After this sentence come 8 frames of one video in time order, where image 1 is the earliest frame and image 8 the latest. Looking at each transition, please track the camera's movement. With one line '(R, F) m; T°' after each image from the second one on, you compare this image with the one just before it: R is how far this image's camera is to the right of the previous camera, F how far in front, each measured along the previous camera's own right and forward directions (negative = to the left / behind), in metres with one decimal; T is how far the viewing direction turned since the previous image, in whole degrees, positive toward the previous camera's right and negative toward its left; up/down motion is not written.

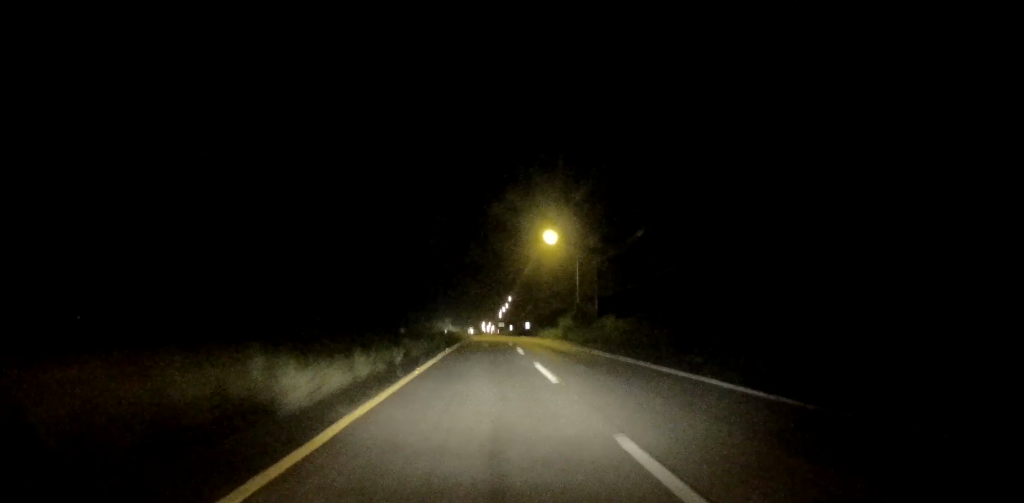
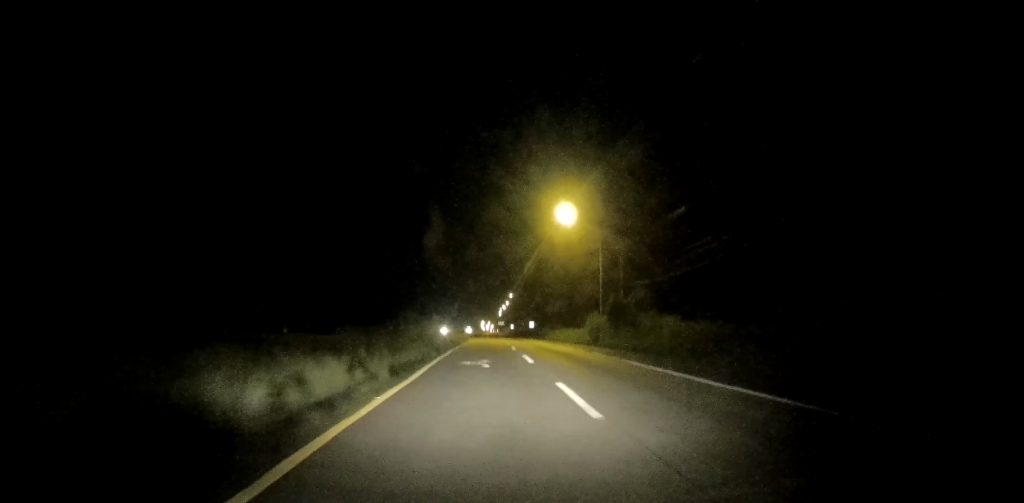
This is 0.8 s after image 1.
(-0.2, +16.2) m; 0°
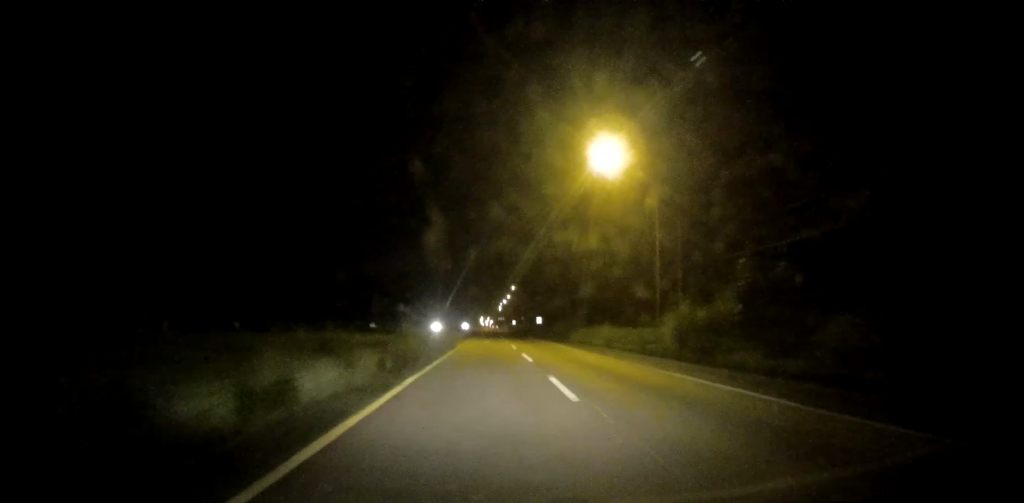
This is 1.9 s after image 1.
(0.0, +20.3) m; 0°
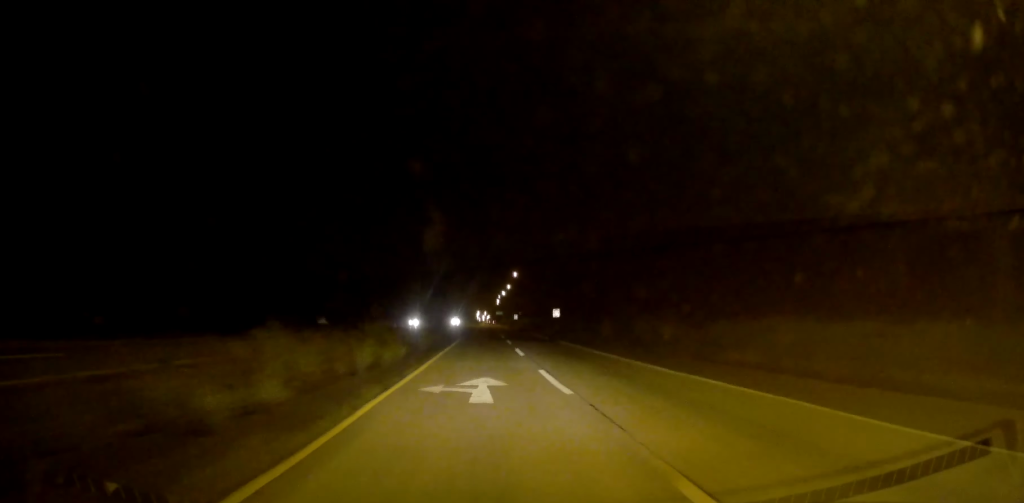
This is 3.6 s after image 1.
(+0.2, +30.4) m; 0°
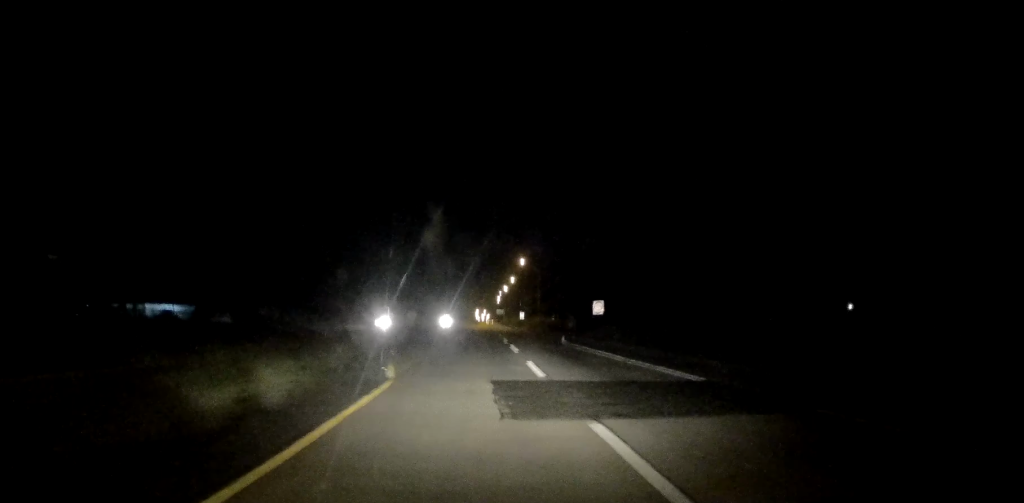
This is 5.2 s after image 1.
(-0.2, +27.8) m; 0°
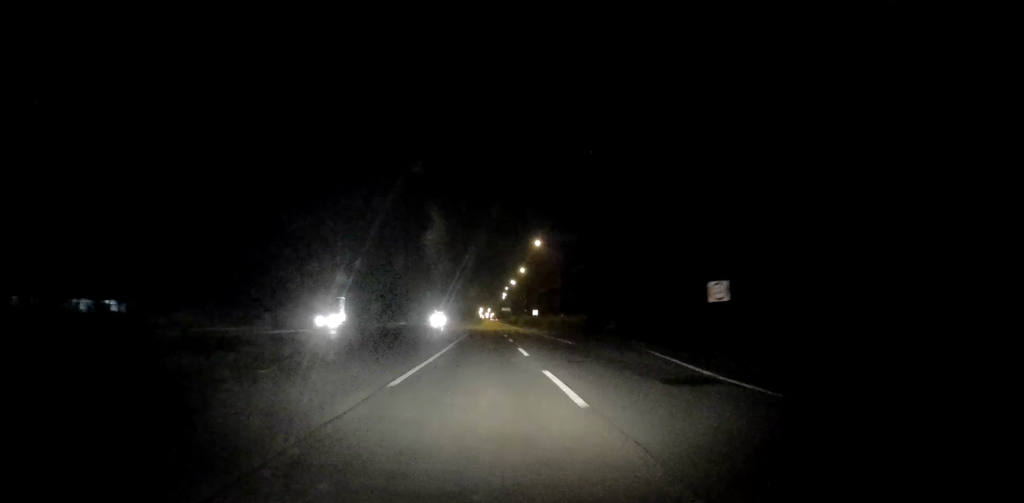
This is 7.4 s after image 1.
(+0.3, +42.6) m; 0°
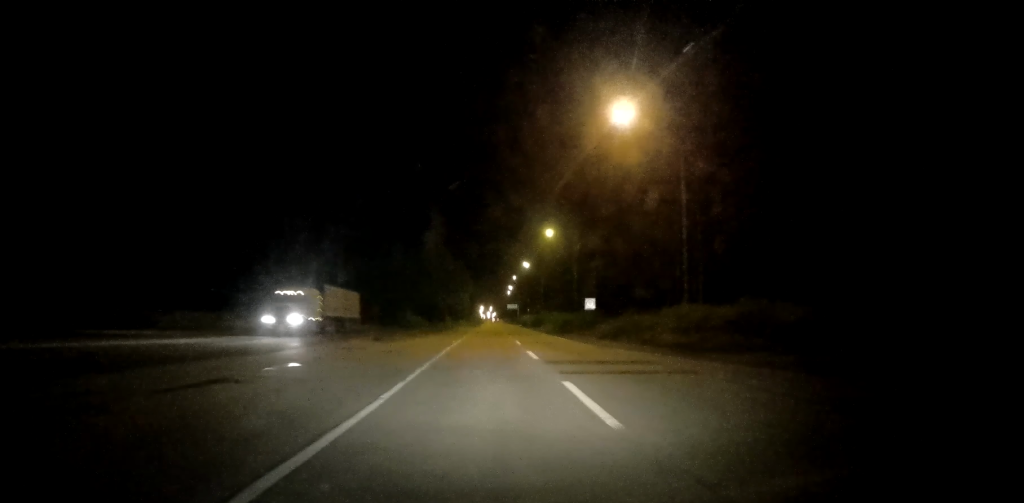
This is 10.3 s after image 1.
(-0.5, +60.8) m; -1°
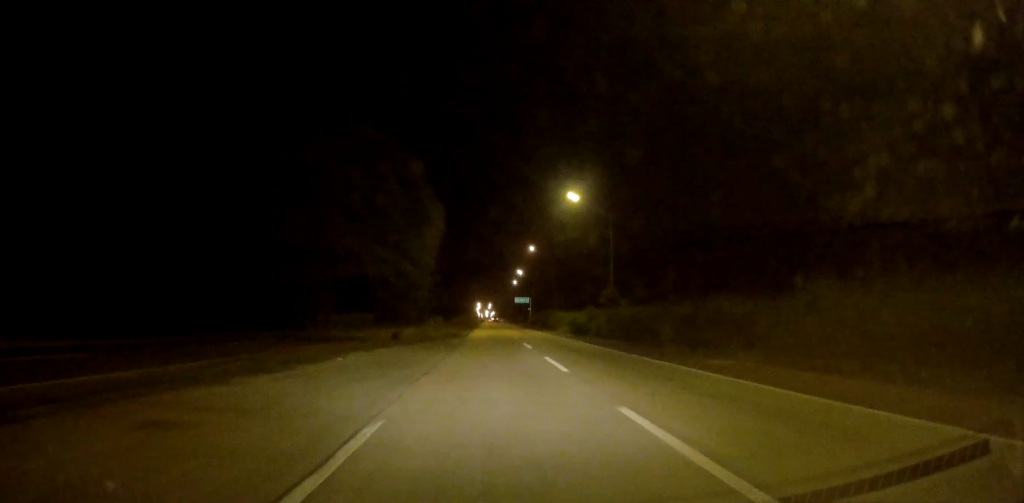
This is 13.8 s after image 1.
(-0.3, +75.3) m; 0°
